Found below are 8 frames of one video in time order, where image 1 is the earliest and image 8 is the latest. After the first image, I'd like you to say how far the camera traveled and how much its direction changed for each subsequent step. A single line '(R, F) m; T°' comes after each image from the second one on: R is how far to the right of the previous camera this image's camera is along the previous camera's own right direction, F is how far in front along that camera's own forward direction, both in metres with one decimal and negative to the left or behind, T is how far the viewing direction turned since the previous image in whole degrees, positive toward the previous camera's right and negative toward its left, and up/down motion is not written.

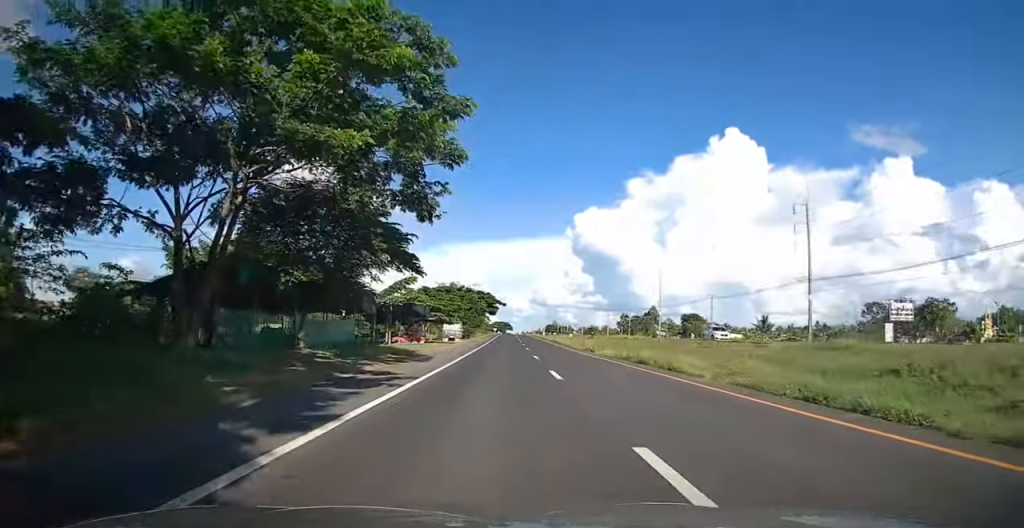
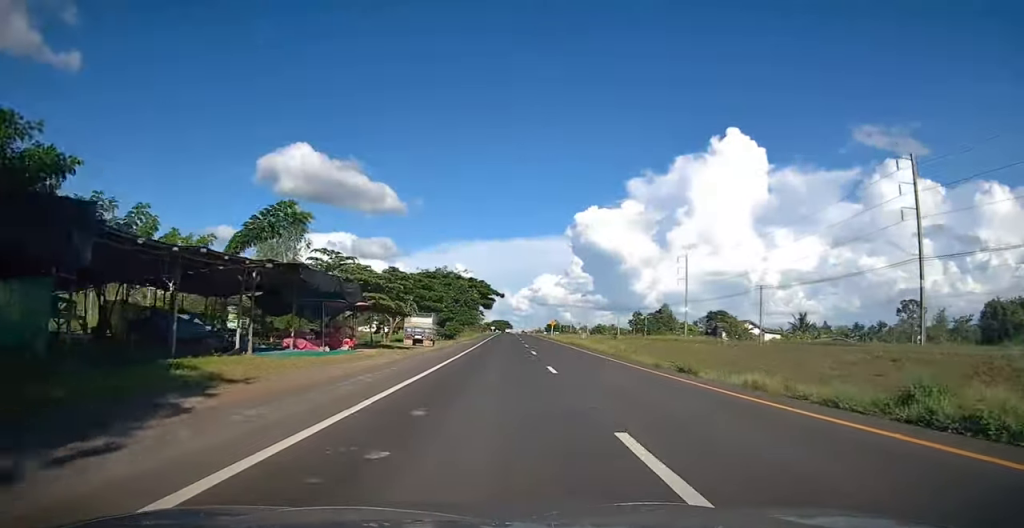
(-0.1, +23.0) m; 0°
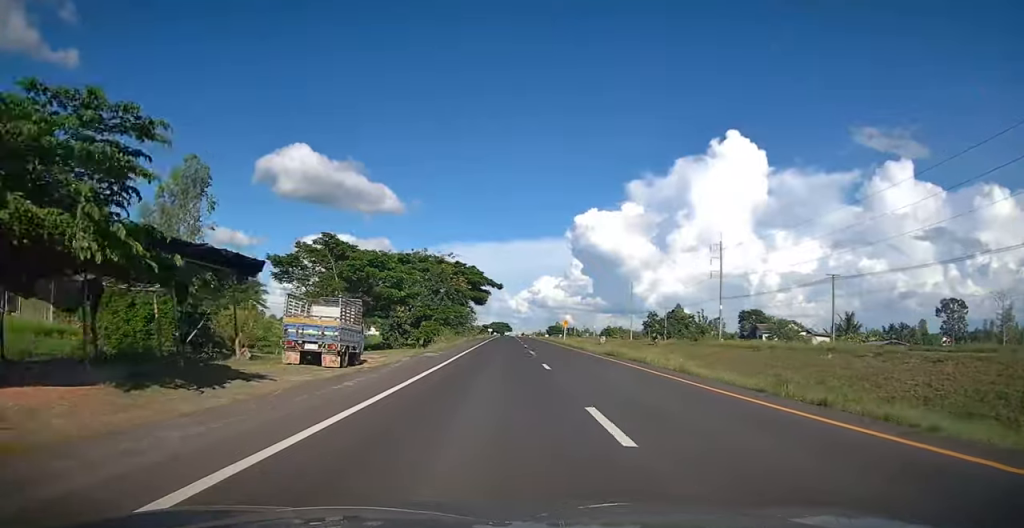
(0.0, +21.7) m; 0°
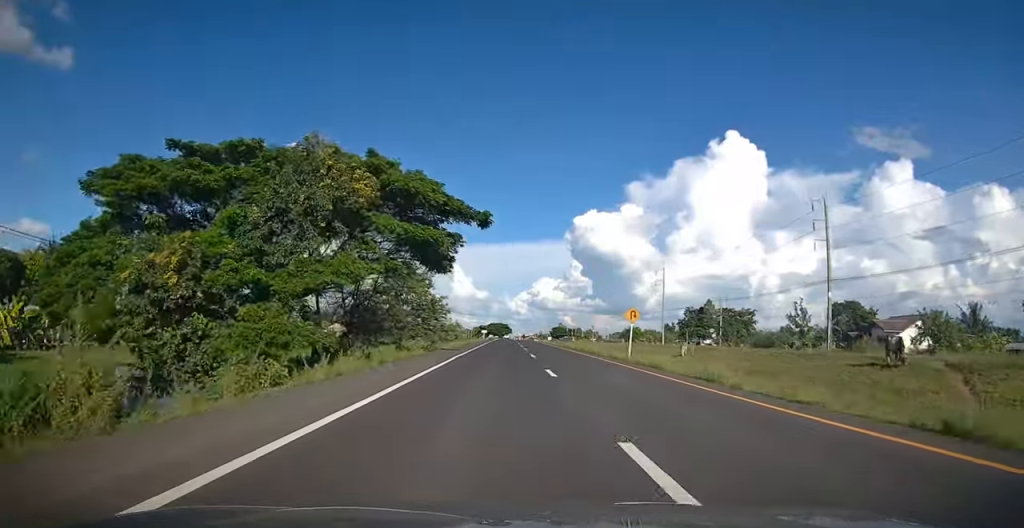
(+0.2, +38.6) m; 0°
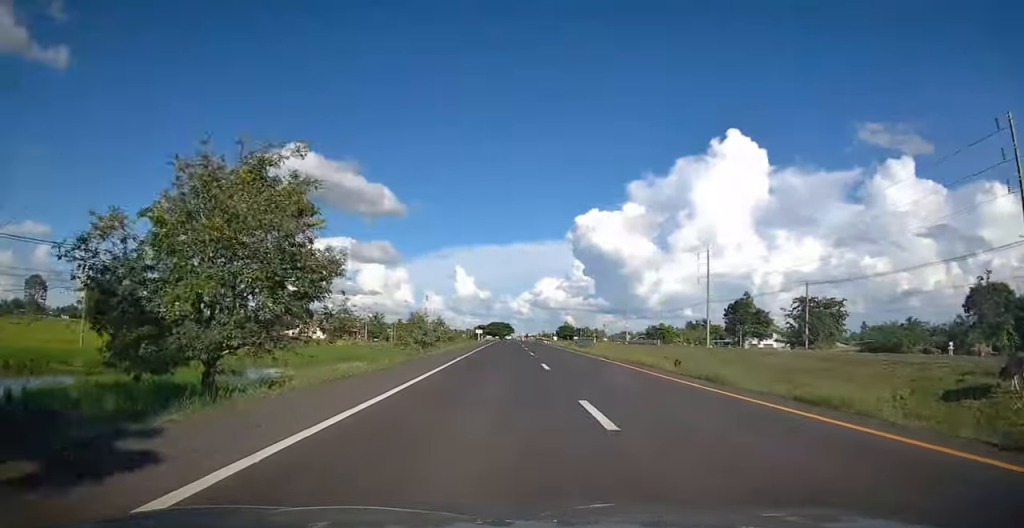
(-0.2, +31.7) m; -1°
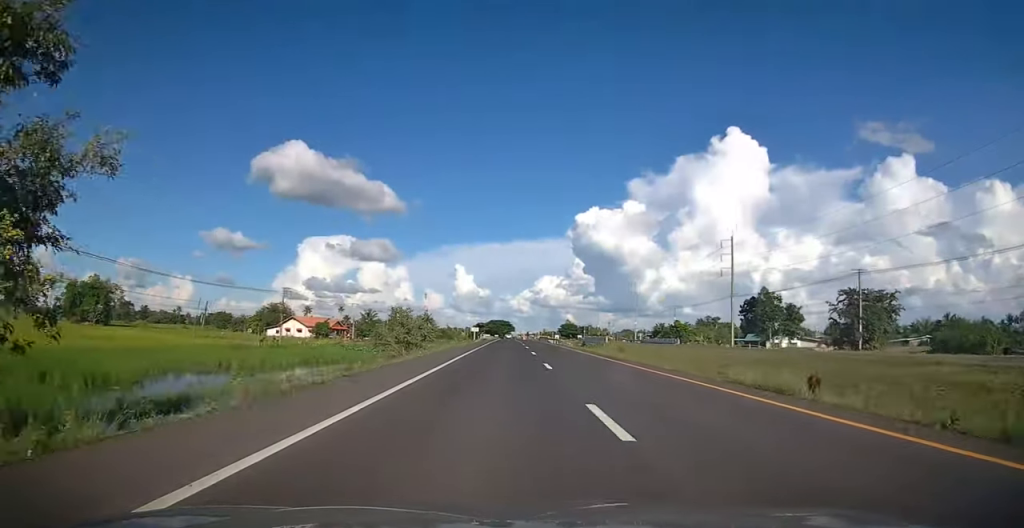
(-0.1, +12.6) m; 0°
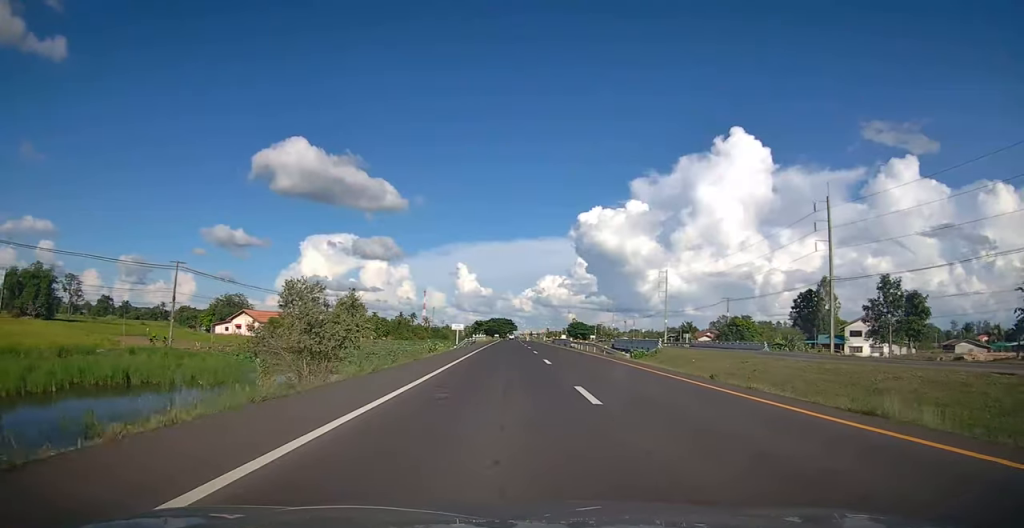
(+0.2, +32.4) m; 0°
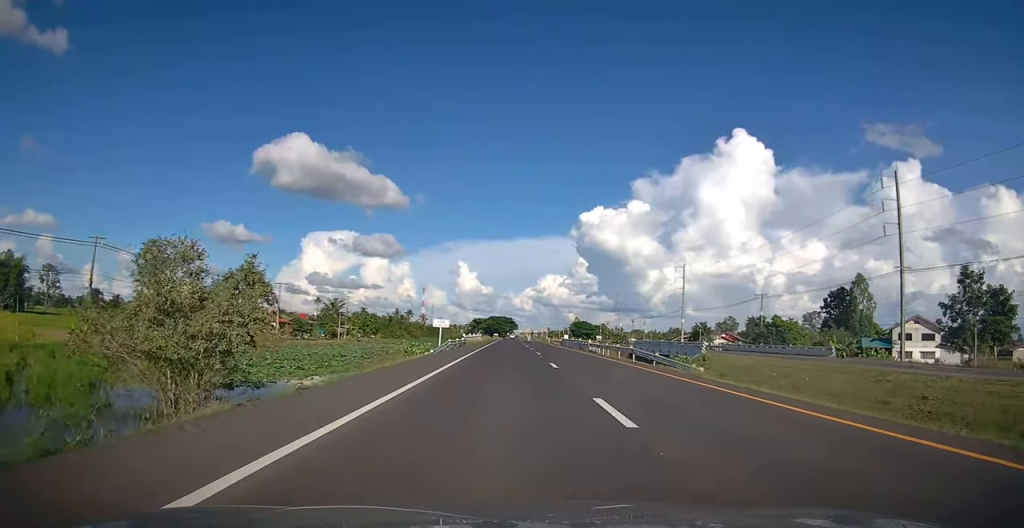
(-0.1, +14.3) m; 0°
